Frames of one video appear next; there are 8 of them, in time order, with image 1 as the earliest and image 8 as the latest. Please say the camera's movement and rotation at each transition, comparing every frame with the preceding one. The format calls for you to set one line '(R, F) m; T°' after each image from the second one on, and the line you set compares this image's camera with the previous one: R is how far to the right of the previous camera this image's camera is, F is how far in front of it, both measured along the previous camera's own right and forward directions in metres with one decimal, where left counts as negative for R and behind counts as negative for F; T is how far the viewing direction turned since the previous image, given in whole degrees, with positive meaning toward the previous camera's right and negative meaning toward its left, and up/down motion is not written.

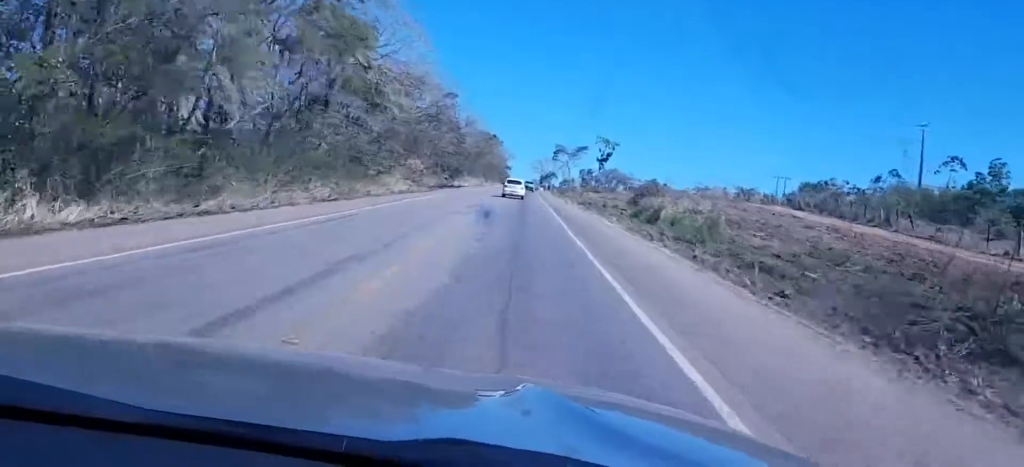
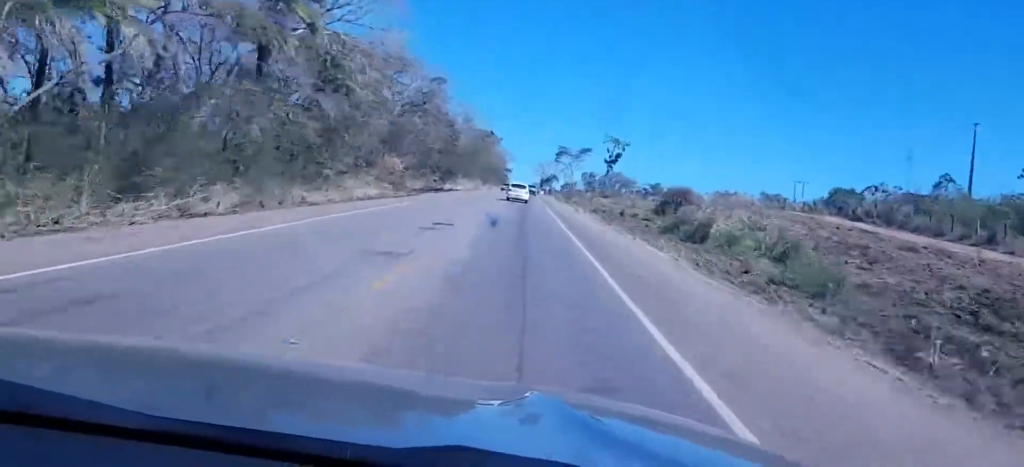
(-0.2, +15.1) m; 0°
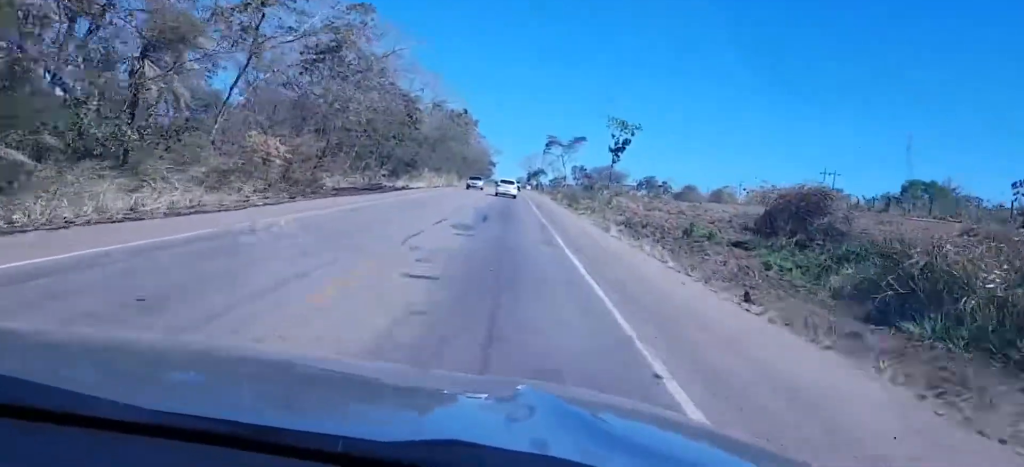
(+0.2, +33.4) m; 0°
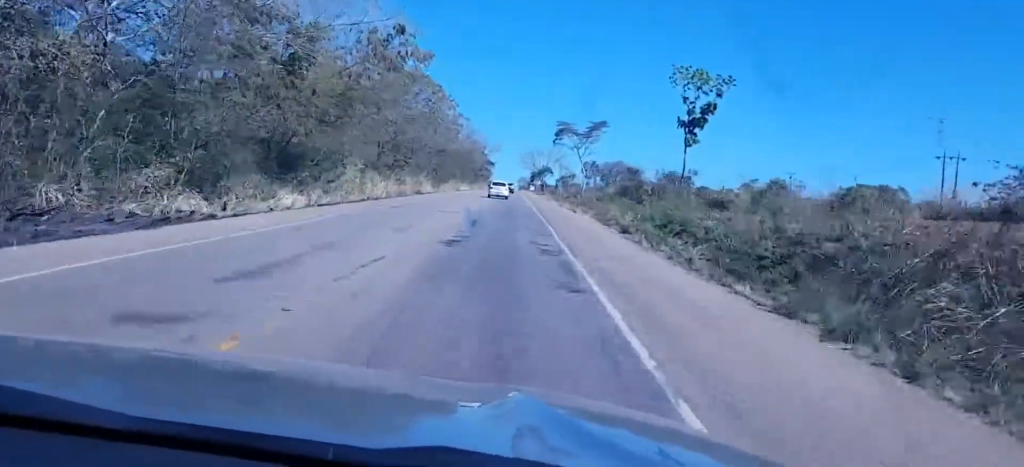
(-1.3, +53.0) m; -2°
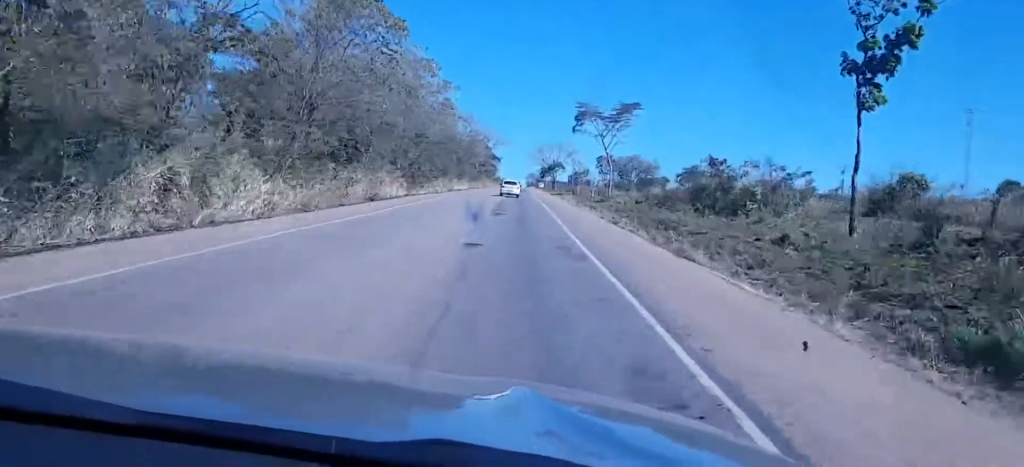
(+0.1, +34.2) m; +2°
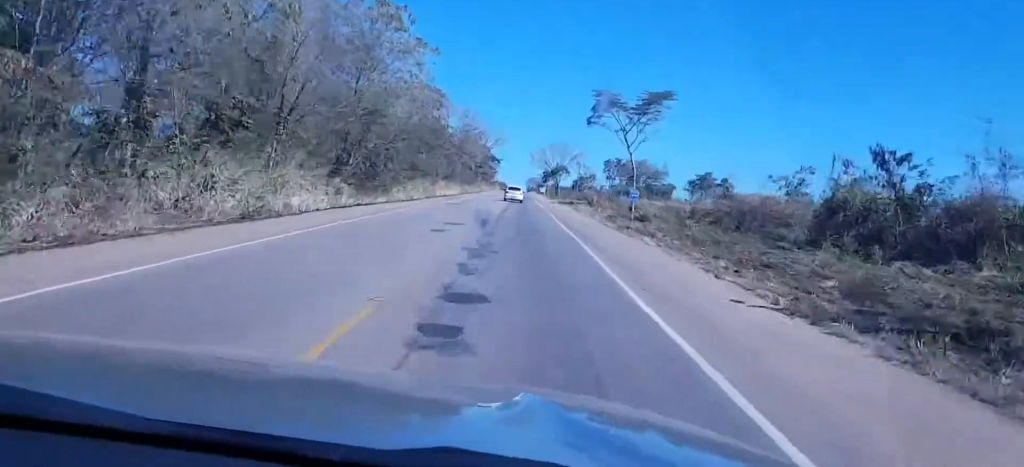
(+0.8, +26.9) m; 0°
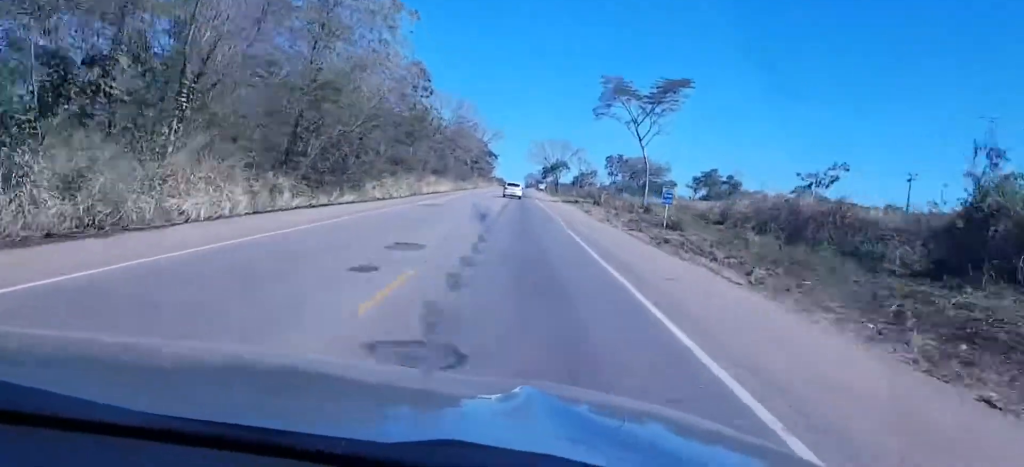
(-0.5, +11.4) m; 0°
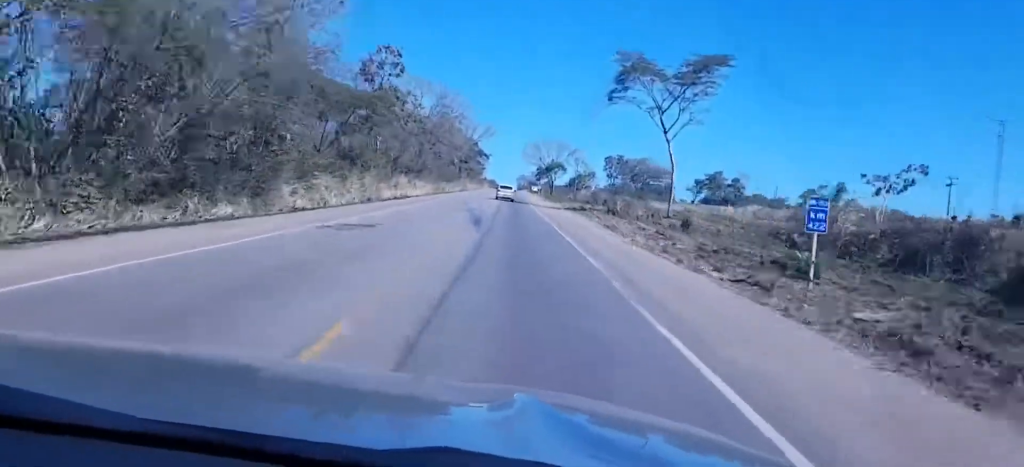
(-0.1, +20.6) m; +1°
